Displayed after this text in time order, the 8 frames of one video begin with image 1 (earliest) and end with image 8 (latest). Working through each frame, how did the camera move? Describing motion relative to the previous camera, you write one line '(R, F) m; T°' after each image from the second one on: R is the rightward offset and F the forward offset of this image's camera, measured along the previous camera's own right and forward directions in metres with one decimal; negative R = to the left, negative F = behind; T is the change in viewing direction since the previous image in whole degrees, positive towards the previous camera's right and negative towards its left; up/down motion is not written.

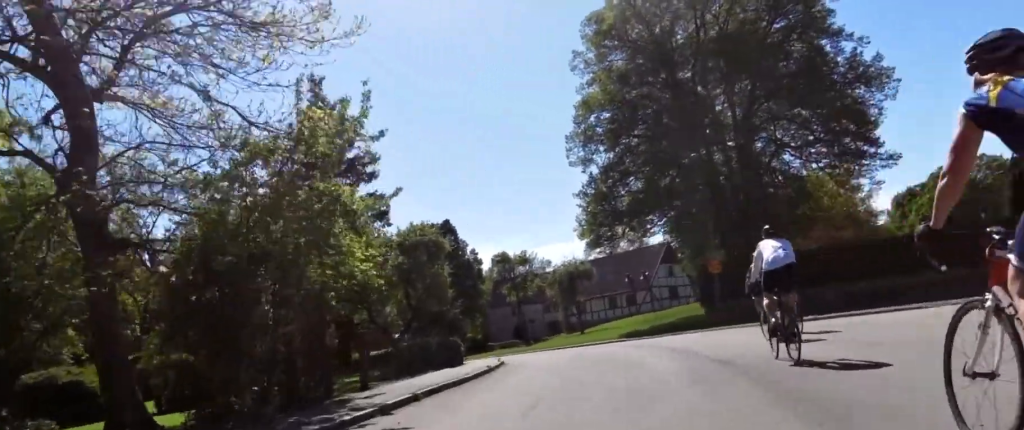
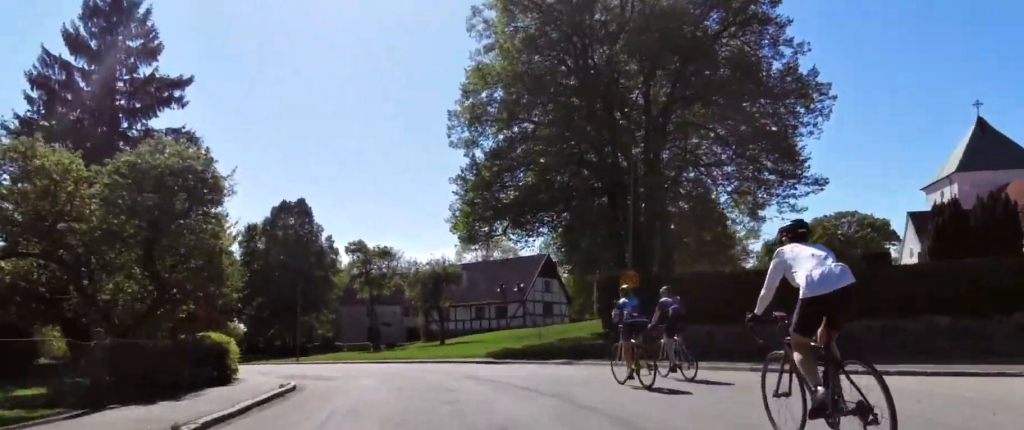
(+1.7, +8.7) m; +14°
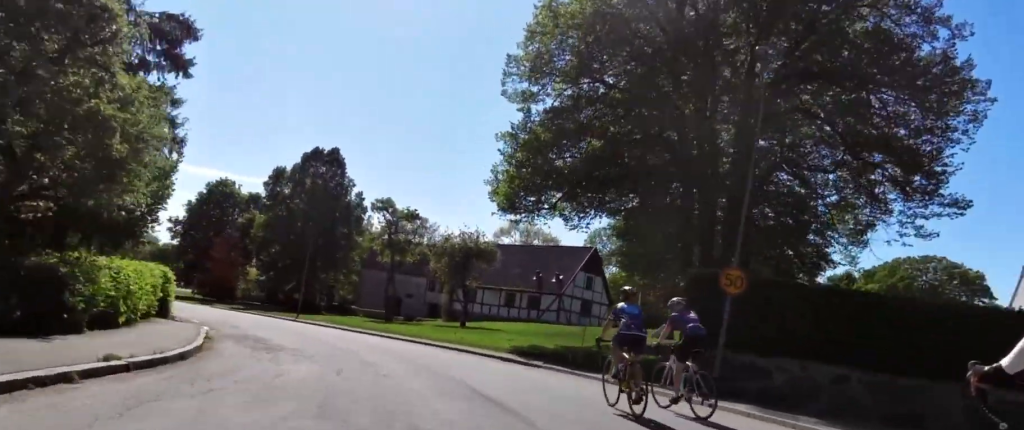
(0.0, +6.0) m; 0°
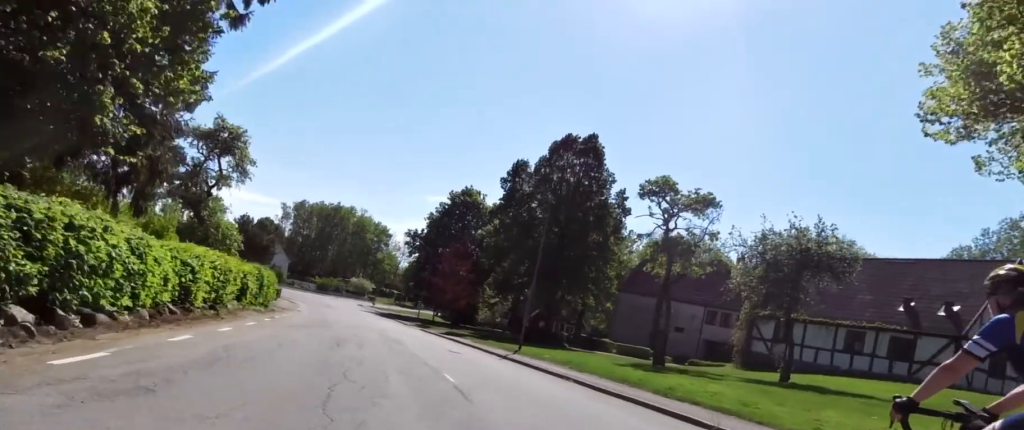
(-1.8, +15.4) m; -21°
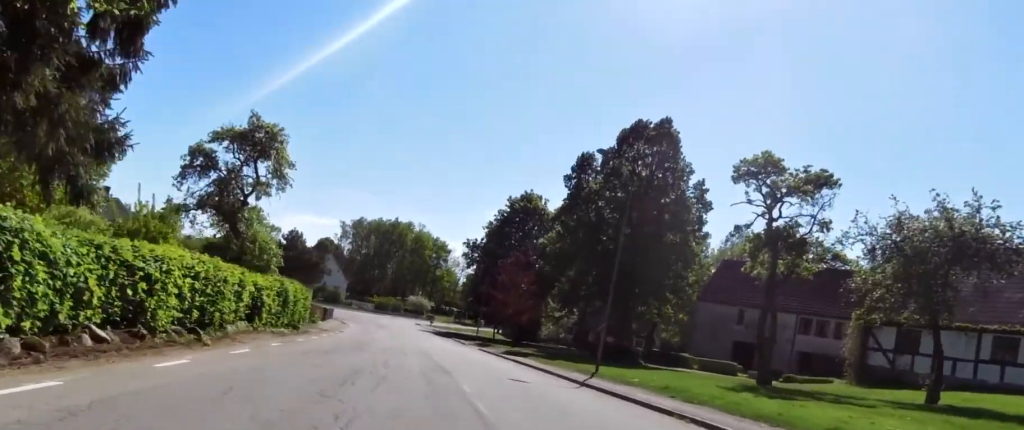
(-0.2, +4.4) m; -7°
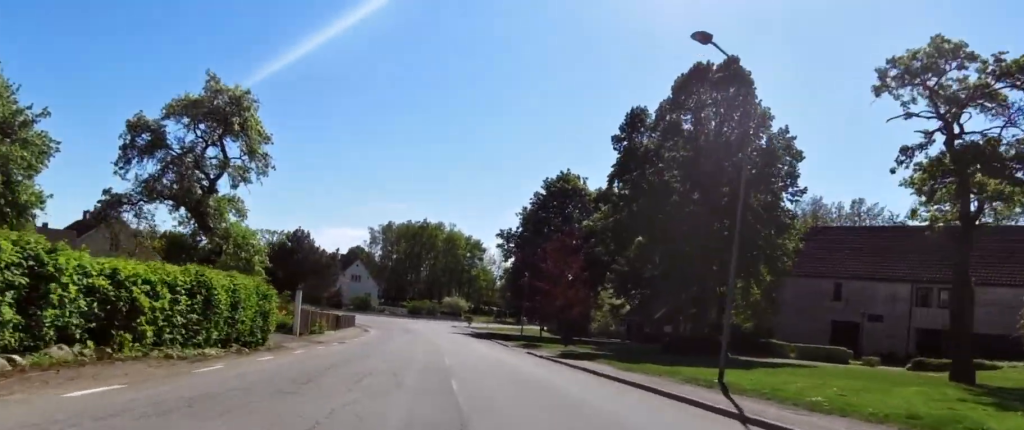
(-1.2, +8.0) m; -4°
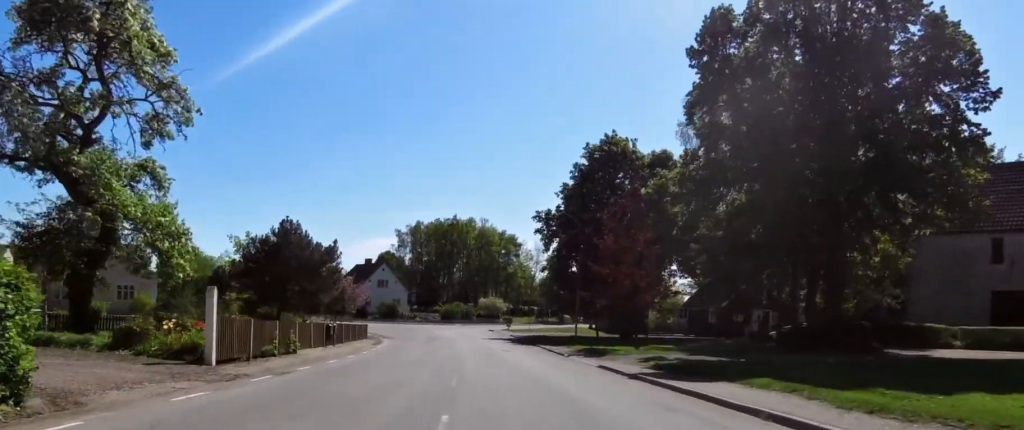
(+0.8, +10.1) m; +3°
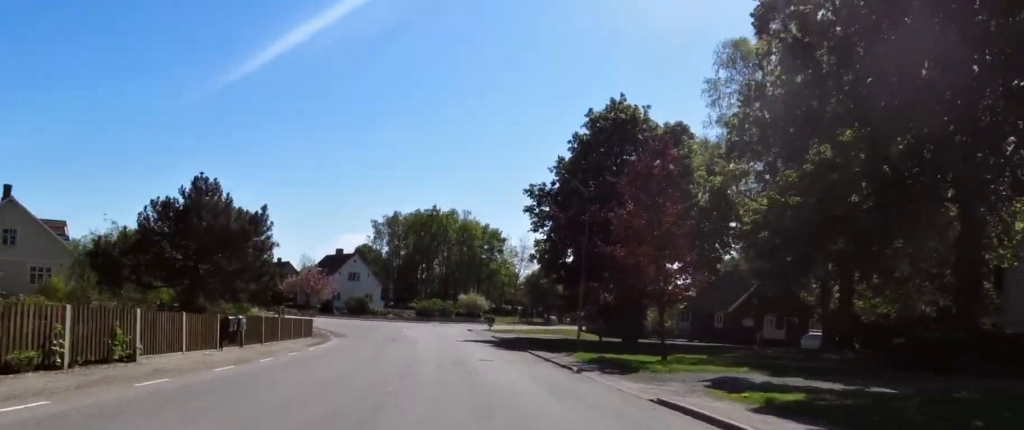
(-0.2, +8.8) m; -6°
